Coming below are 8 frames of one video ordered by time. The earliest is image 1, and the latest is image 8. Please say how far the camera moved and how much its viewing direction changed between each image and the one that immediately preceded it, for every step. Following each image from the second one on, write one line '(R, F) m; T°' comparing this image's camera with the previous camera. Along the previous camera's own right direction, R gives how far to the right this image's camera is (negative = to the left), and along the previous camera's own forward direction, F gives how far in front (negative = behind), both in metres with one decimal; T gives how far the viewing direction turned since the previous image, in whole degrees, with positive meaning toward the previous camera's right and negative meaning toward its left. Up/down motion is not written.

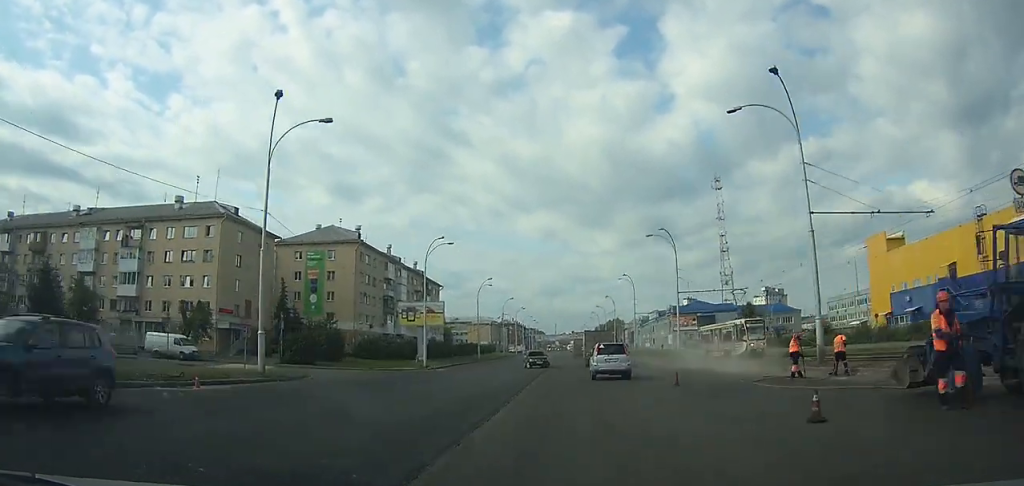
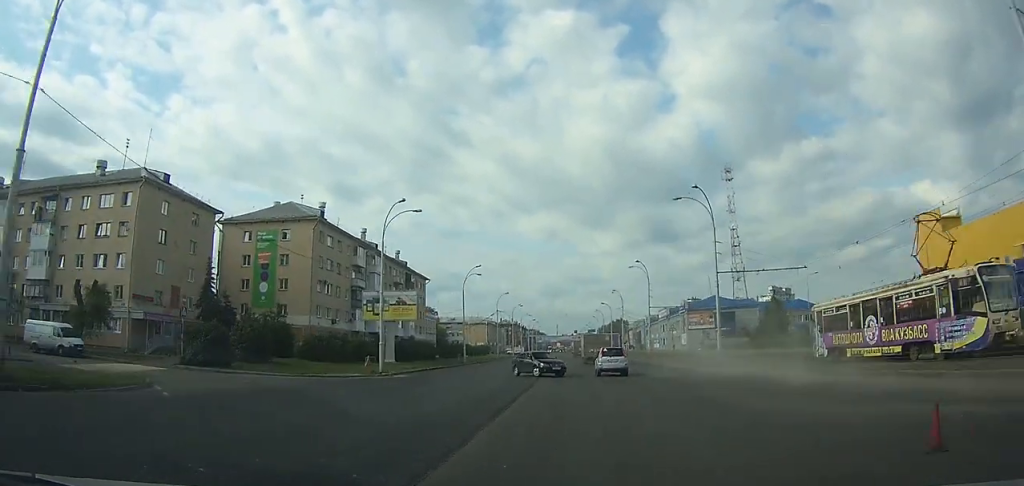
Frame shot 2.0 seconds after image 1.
(-0.1, +13.1) m; 0°
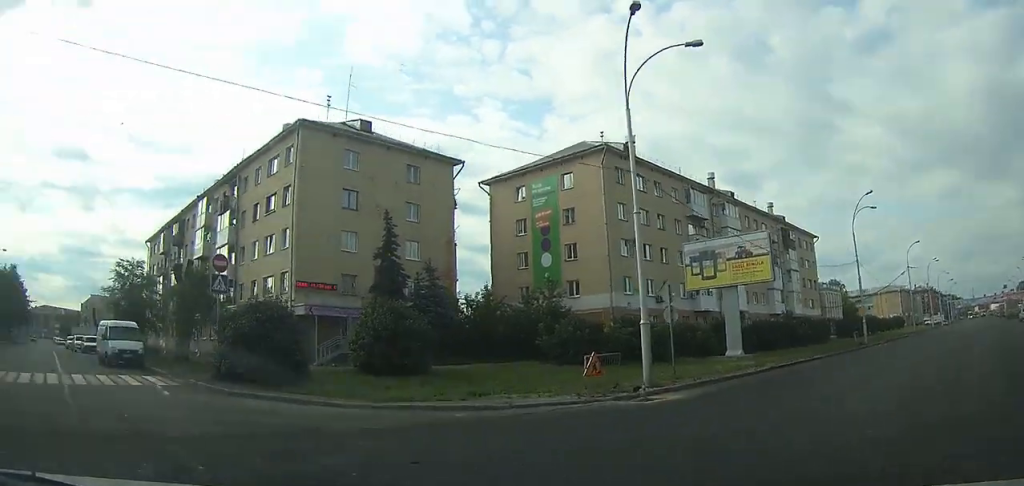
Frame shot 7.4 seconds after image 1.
(-4.1, +26.5) m; -80°
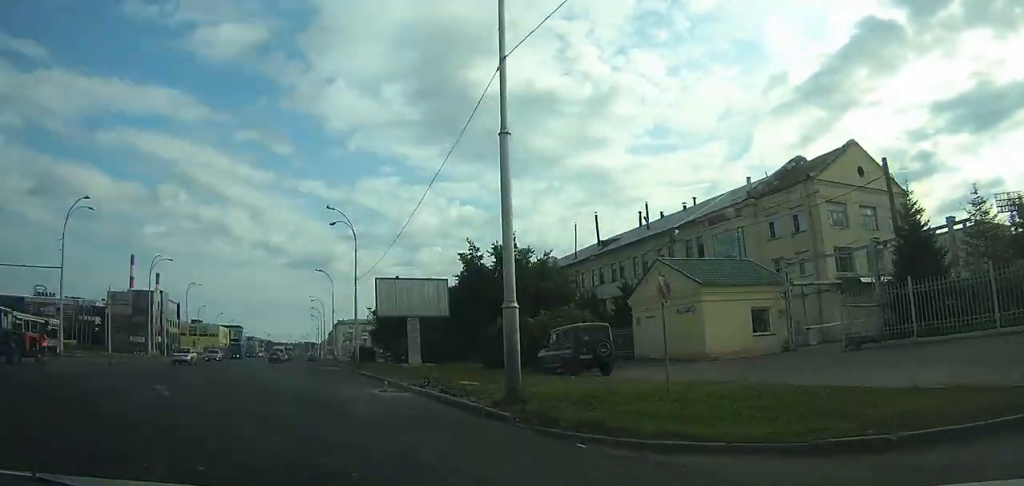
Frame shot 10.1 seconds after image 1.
(-4.5, +3.5) m; -75°
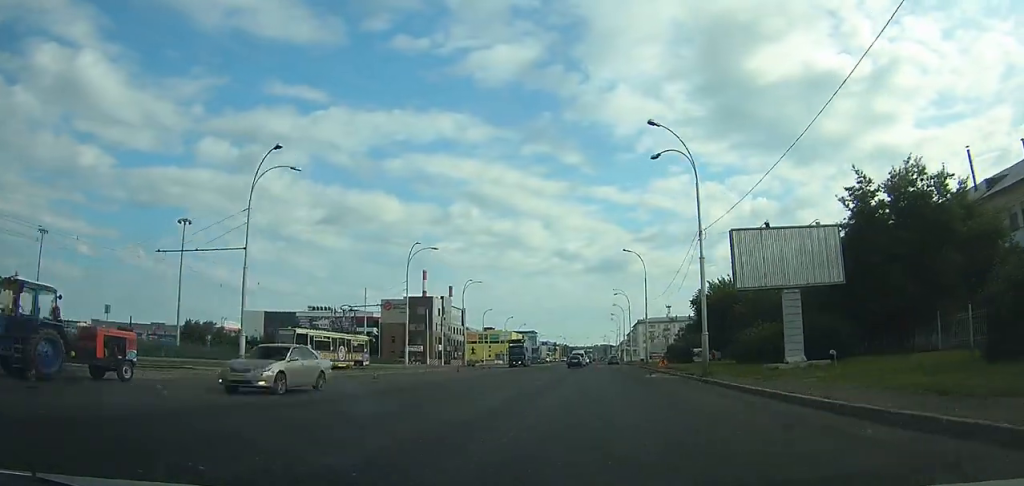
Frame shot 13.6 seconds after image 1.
(-8.9, +19.4) m; -27°
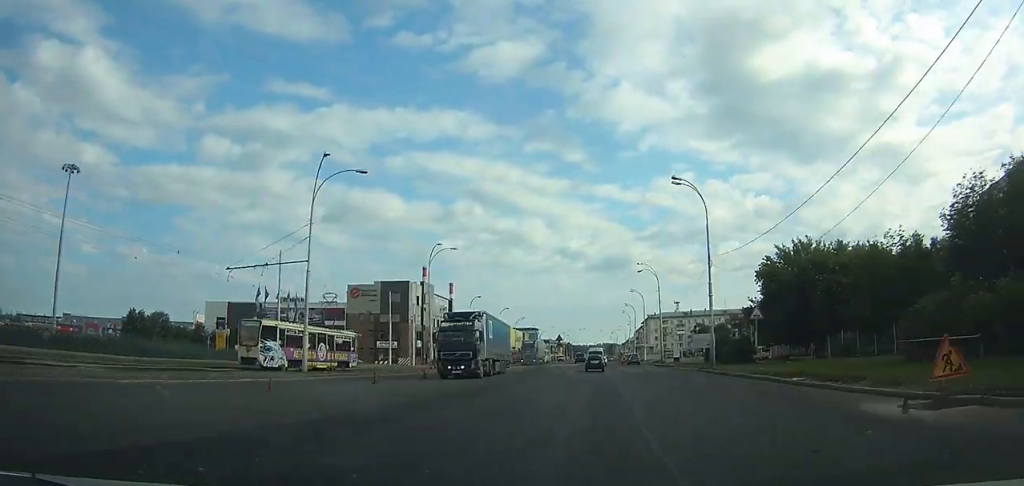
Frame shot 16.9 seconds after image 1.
(-0.7, +23.8) m; -1°
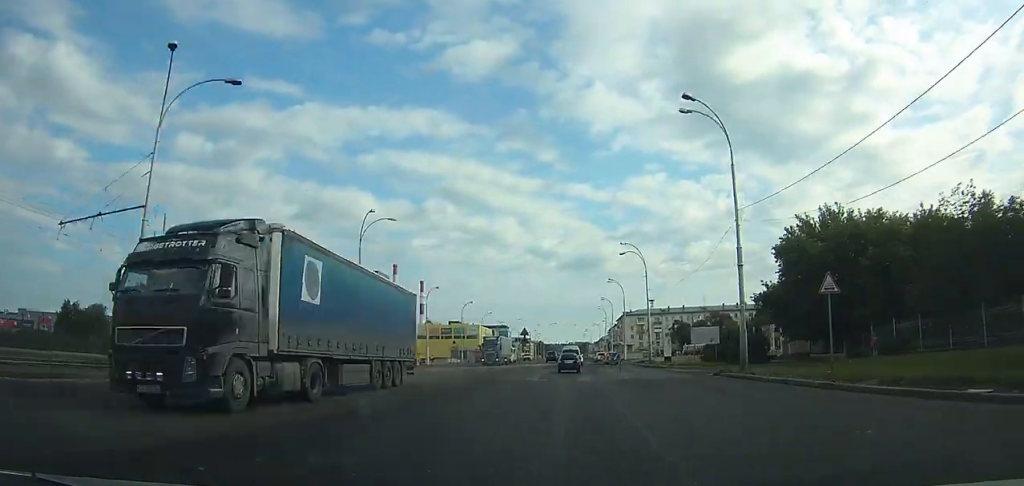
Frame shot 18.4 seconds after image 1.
(0.0, +11.2) m; +1°
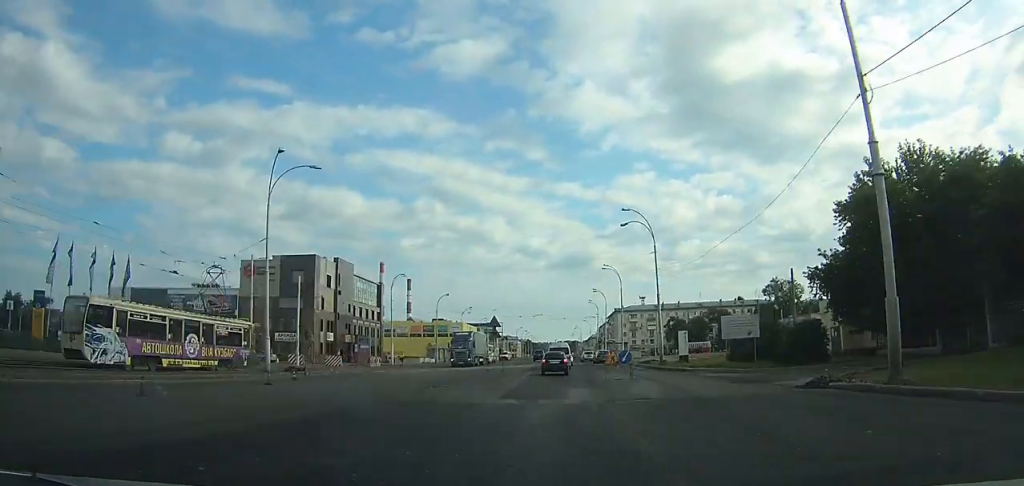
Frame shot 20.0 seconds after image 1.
(+0.2, +11.8) m; +1°
